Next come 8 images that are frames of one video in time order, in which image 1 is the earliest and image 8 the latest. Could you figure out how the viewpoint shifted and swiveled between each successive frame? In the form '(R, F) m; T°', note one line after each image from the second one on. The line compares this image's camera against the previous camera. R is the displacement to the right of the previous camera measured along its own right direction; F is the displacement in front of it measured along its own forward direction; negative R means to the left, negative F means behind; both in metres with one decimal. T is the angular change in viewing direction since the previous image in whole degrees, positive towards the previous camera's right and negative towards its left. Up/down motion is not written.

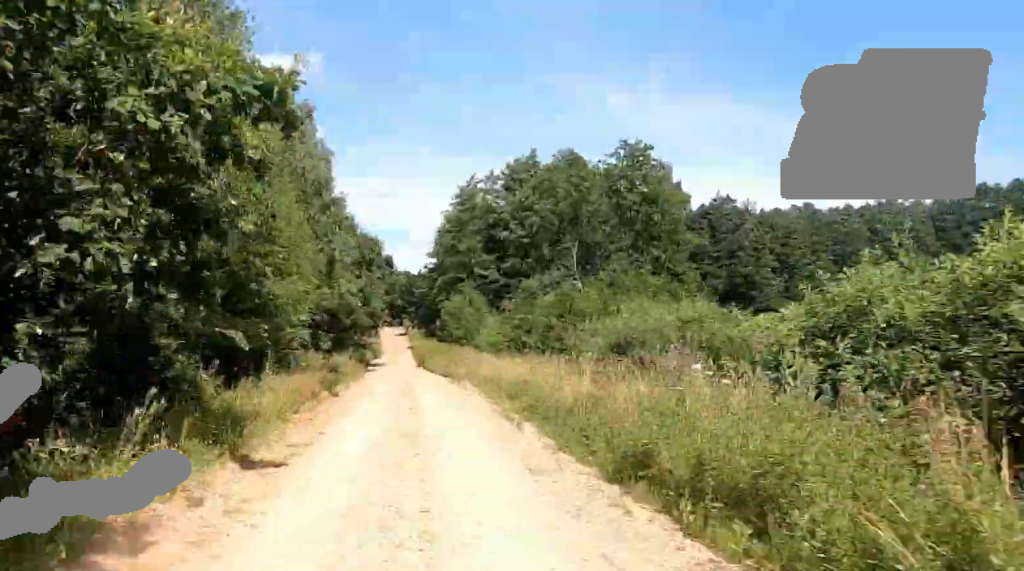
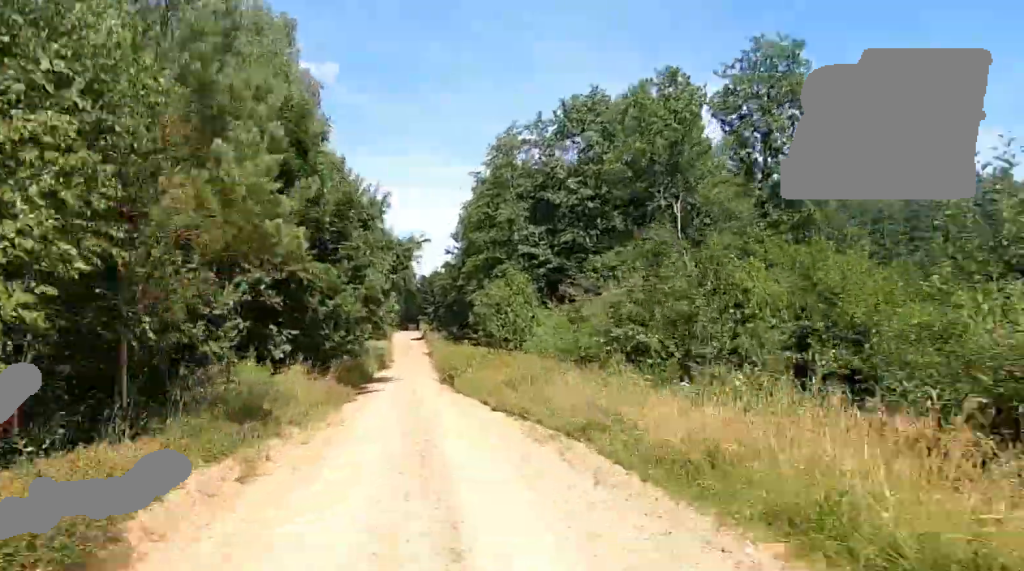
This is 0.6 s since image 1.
(0.0, +13.3) m; -5°
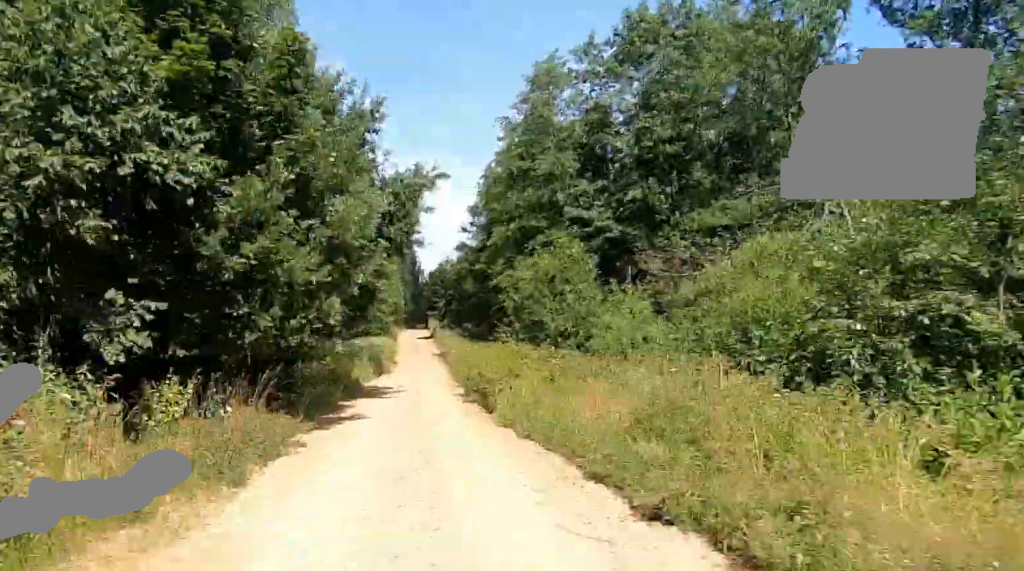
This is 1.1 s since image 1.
(+0.6, +9.1) m; -3°
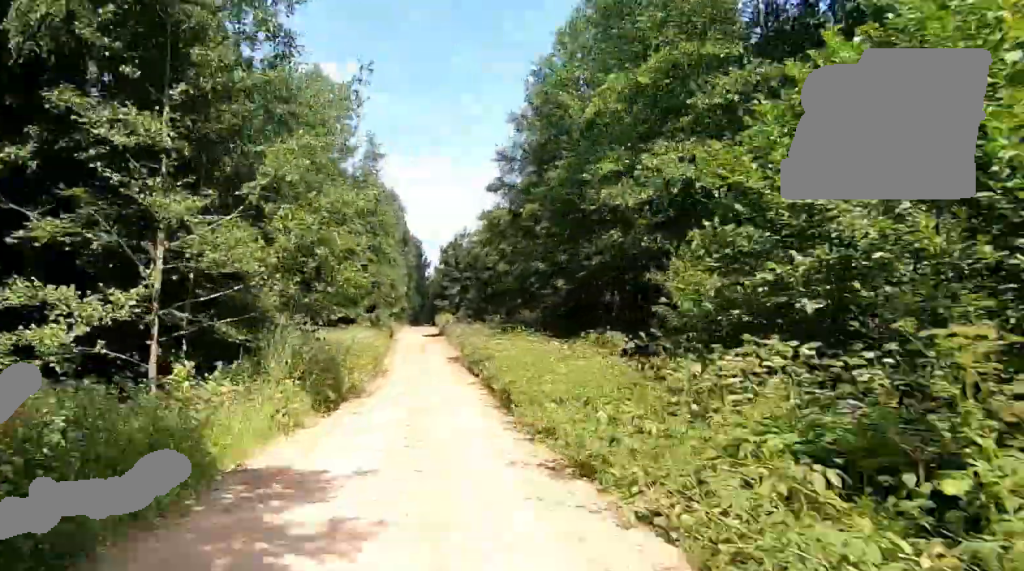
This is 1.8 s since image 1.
(-2.0, +15.5) m; -6°
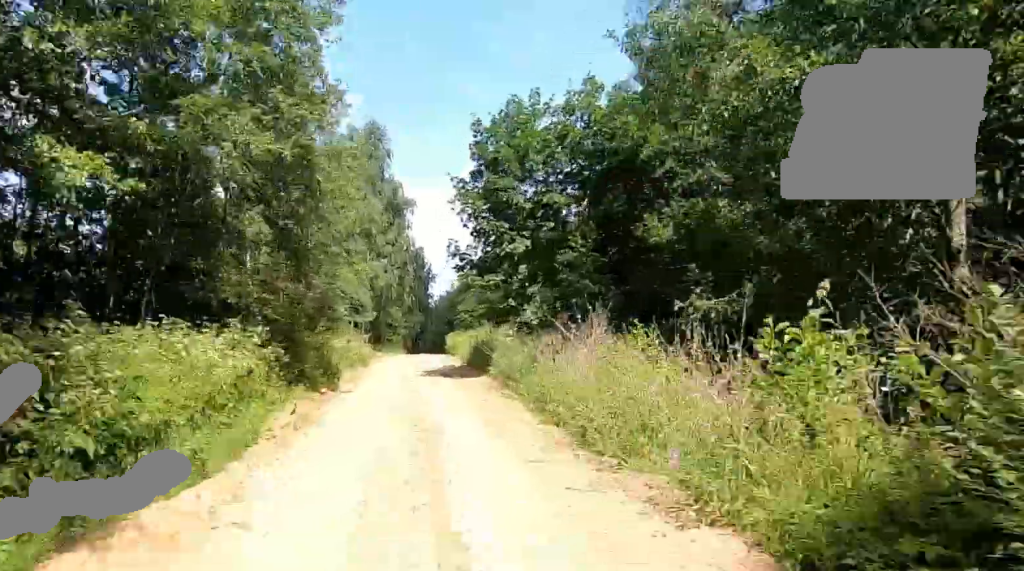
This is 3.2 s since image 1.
(-0.9, +30.7) m; -2°
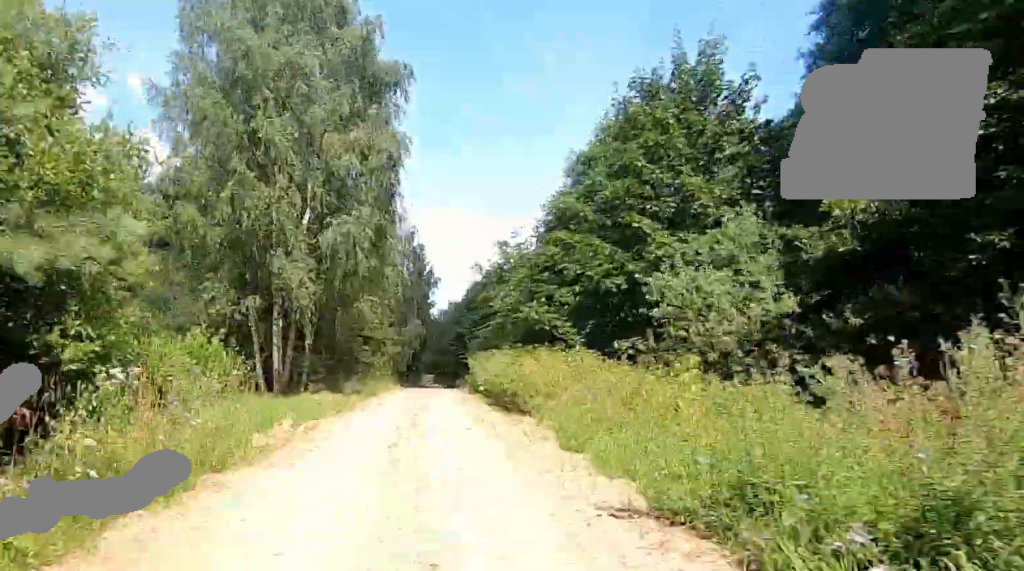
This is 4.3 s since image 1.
(0.0, +23.8) m; 0°
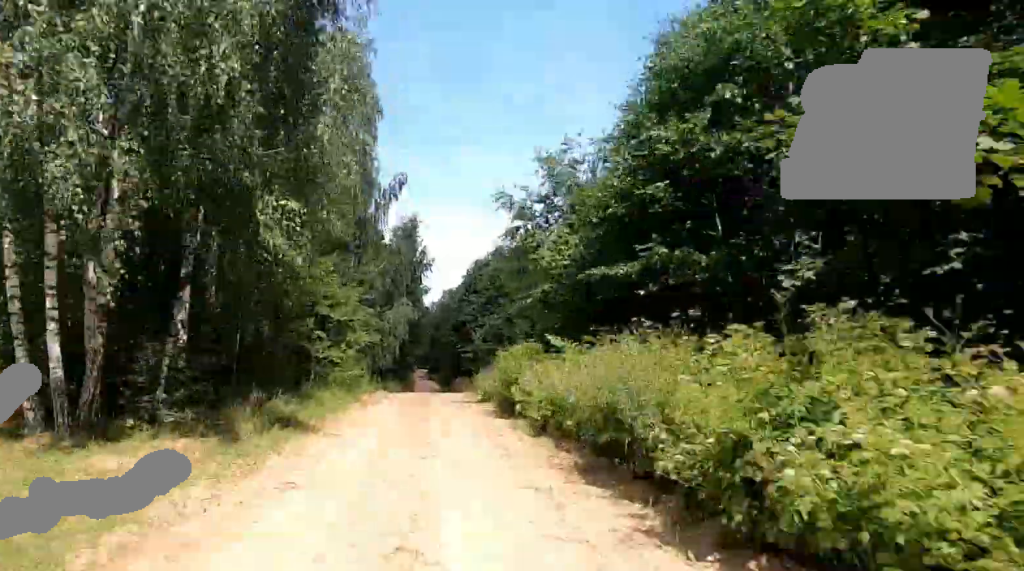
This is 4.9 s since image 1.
(0.0, +12.3) m; 0°
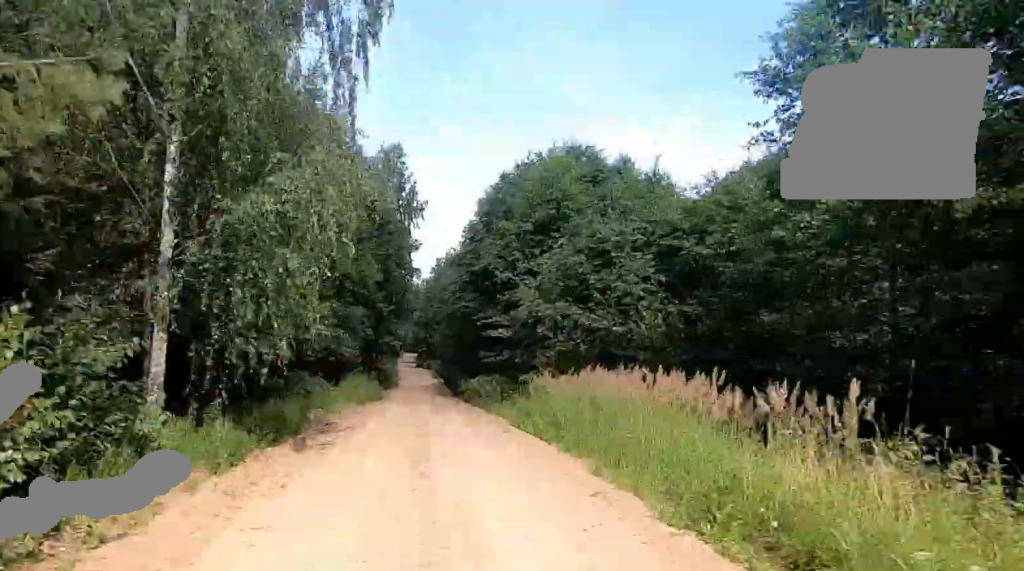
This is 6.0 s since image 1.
(0.0, +24.1) m; 0°
